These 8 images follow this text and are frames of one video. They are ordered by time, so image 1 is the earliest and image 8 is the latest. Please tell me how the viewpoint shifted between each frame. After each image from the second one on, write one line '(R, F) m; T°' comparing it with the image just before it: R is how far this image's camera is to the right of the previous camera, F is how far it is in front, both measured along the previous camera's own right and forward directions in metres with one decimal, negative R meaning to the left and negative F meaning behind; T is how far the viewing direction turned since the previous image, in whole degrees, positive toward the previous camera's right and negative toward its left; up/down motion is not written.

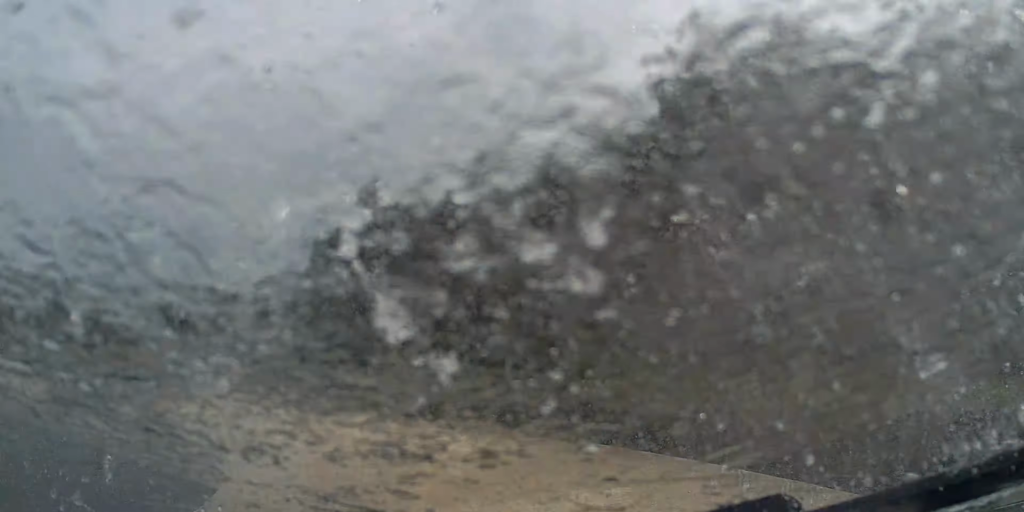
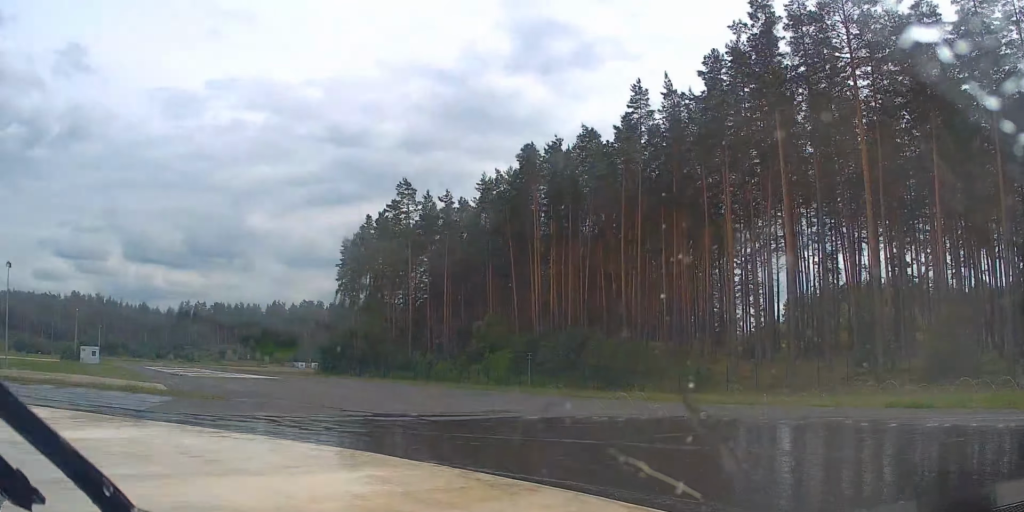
(-0.2, +7.2) m; -6°
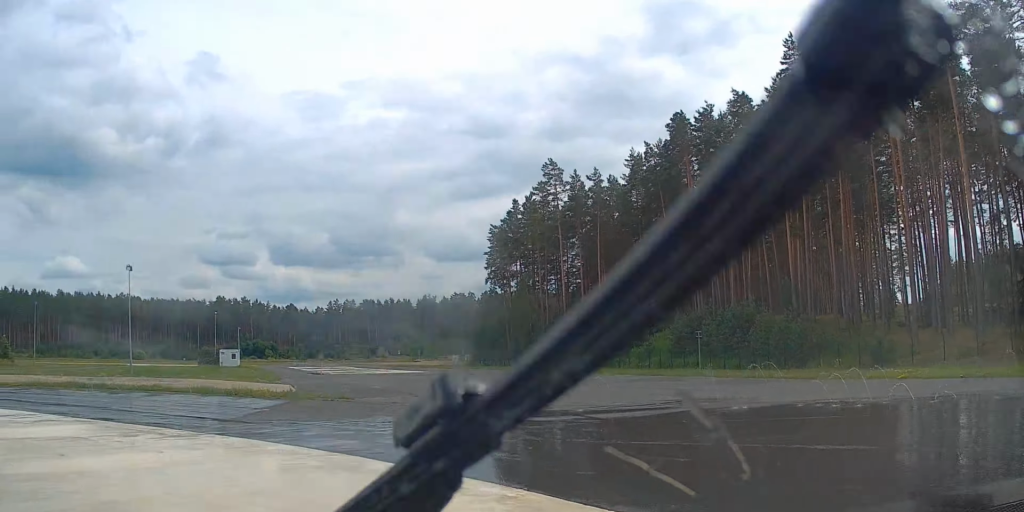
(-0.3, +4.6) m; -12°
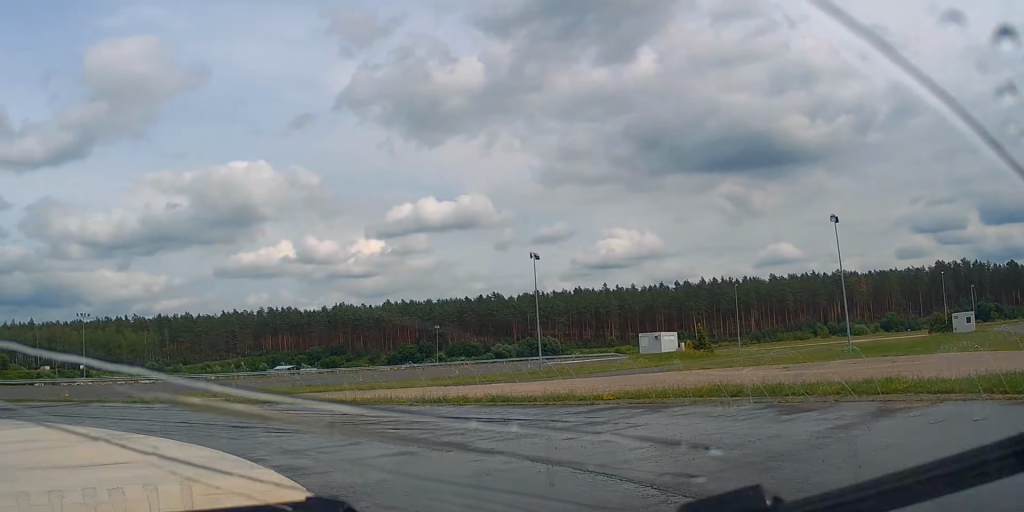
(-7.1, +12.1) m; -63°
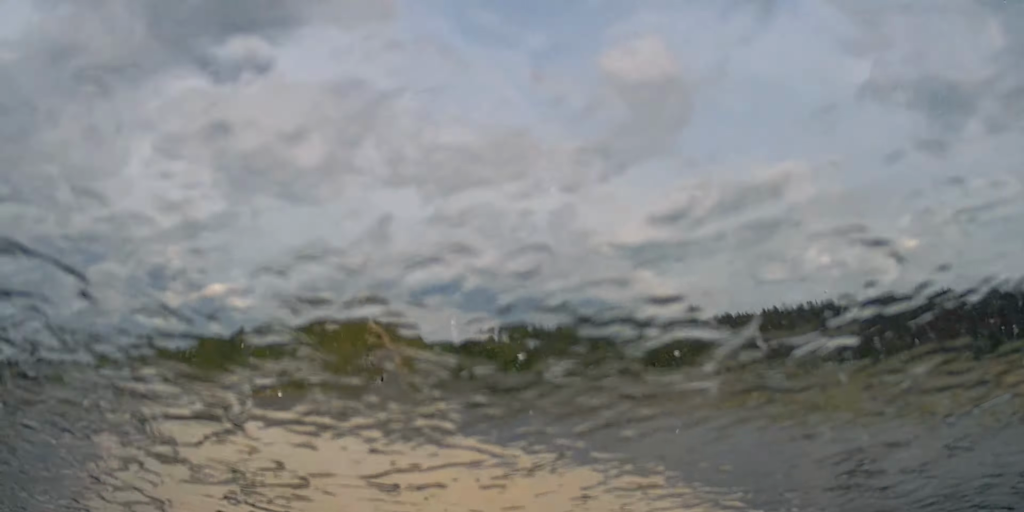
(-2.3, +9.5) m; -21°
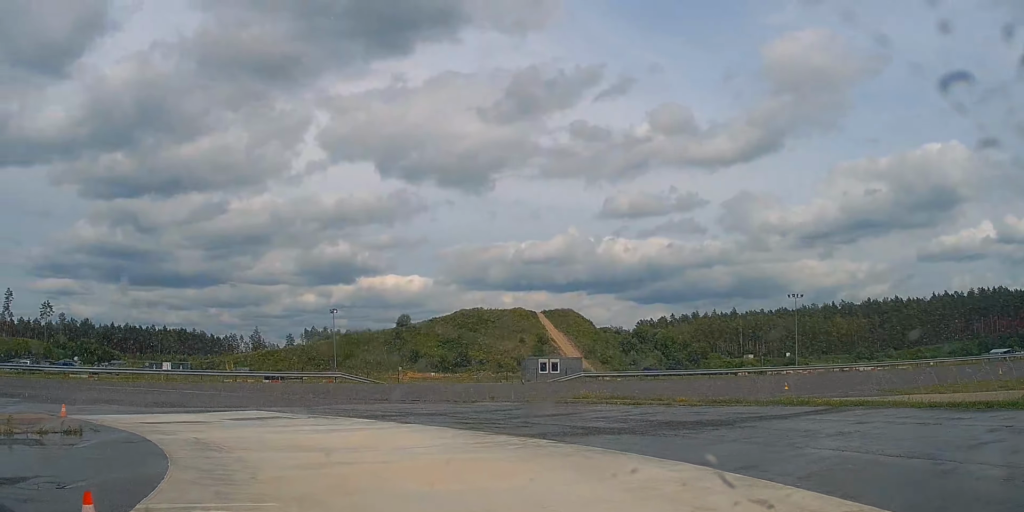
(-0.1, +5.2) m; -9°
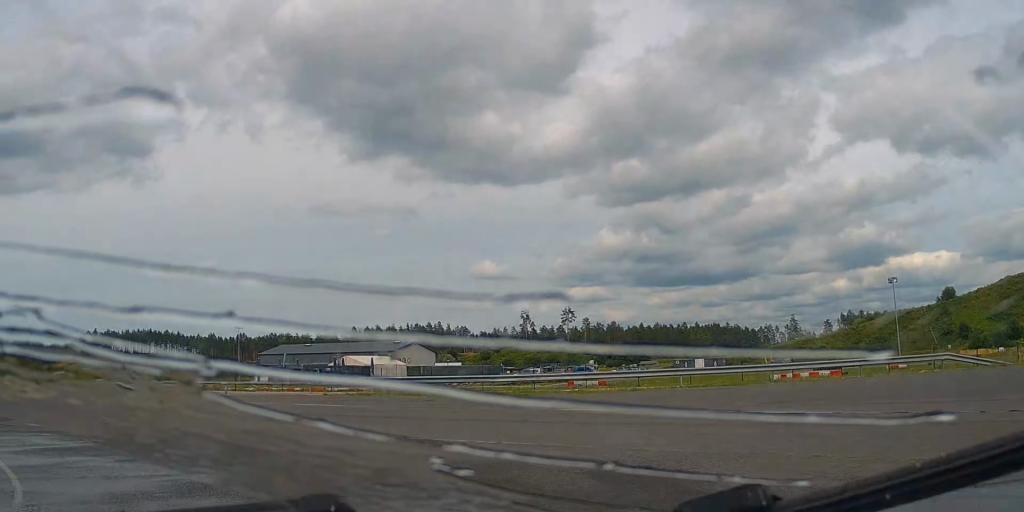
(-7.4, +17.9) m; -50°
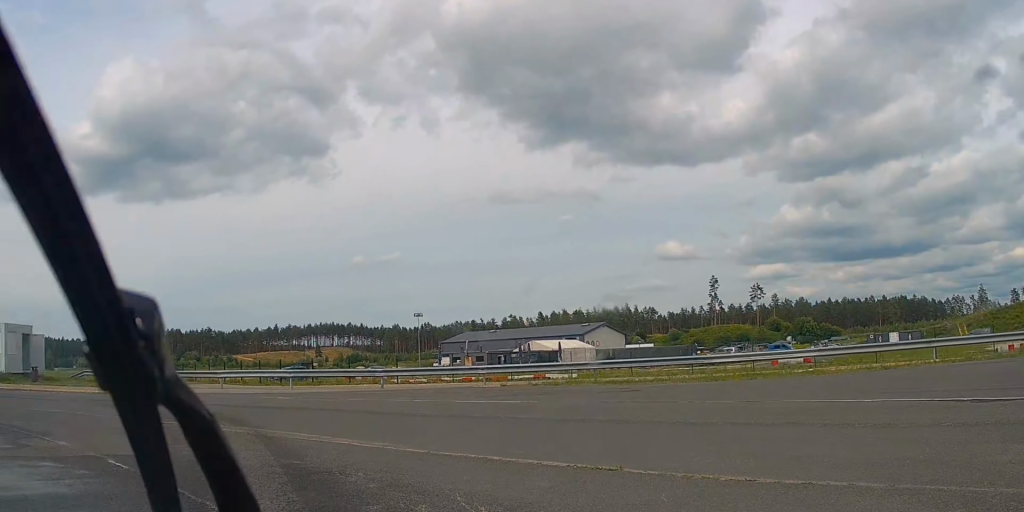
(-1.4, +6.7) m; -16°
